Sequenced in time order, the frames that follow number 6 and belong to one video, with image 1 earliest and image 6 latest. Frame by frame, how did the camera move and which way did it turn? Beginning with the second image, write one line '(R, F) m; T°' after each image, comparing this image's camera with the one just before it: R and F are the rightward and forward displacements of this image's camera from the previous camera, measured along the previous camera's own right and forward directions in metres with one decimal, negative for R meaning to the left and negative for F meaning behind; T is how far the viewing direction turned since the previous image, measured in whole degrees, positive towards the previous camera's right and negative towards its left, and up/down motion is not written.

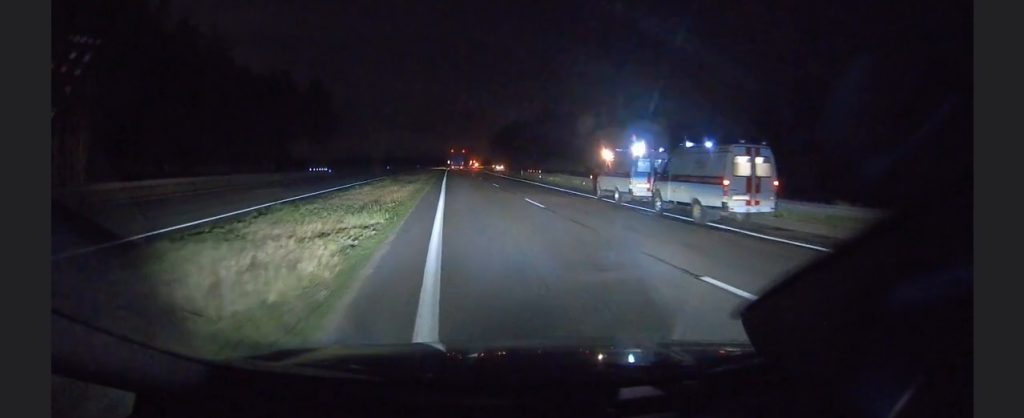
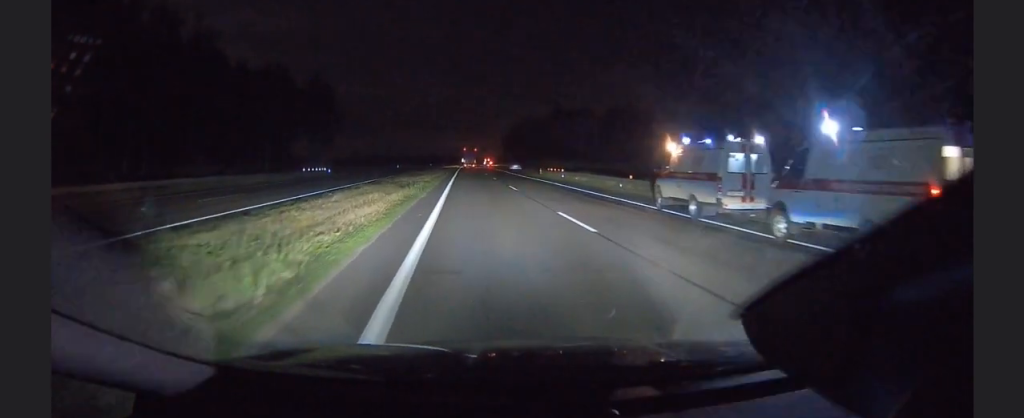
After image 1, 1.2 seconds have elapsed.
(-0.1, +6.1) m; 0°
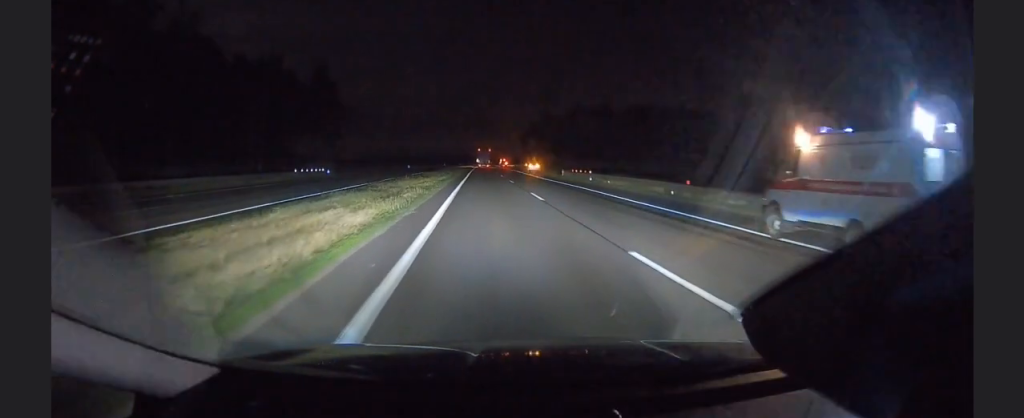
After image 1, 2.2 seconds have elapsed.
(+0.2, +6.1) m; -1°
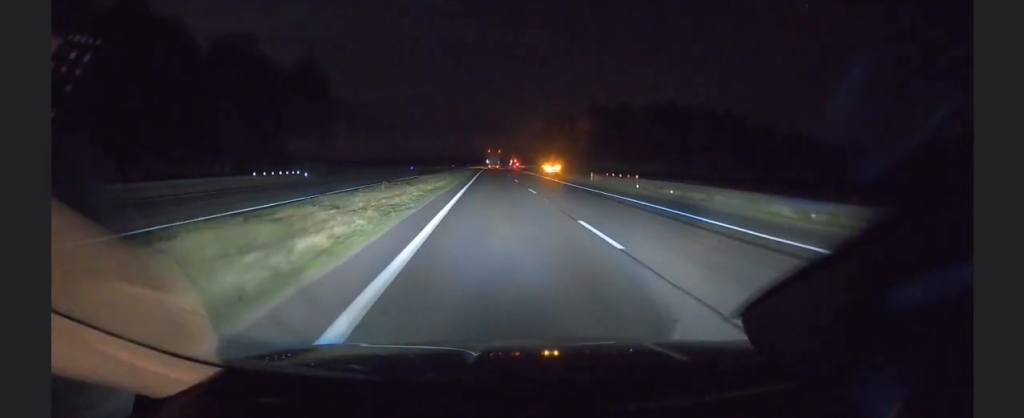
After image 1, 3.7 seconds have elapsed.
(-0.5, +10.0) m; -2°
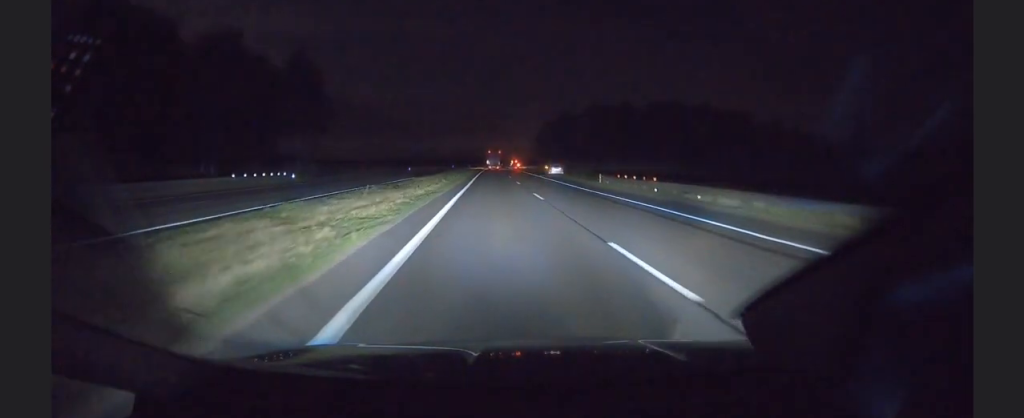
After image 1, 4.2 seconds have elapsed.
(+0.3, +3.2) m; 0°
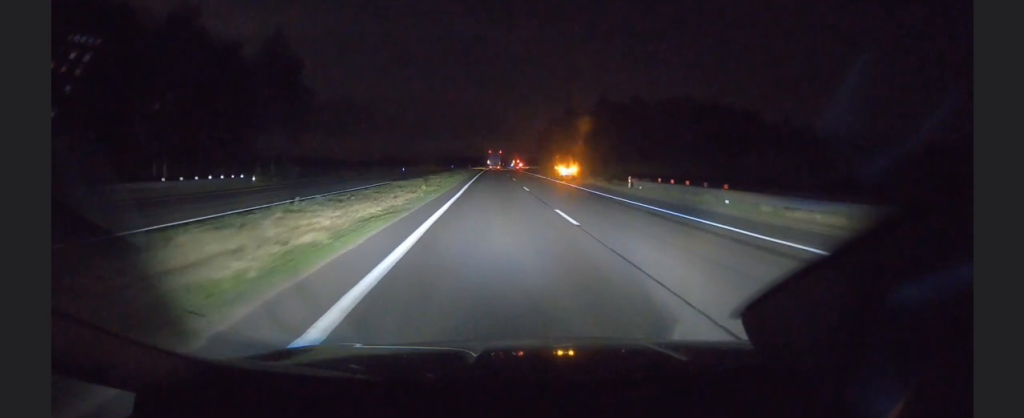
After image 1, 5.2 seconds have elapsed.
(-0.3, +8.0) m; -3°
